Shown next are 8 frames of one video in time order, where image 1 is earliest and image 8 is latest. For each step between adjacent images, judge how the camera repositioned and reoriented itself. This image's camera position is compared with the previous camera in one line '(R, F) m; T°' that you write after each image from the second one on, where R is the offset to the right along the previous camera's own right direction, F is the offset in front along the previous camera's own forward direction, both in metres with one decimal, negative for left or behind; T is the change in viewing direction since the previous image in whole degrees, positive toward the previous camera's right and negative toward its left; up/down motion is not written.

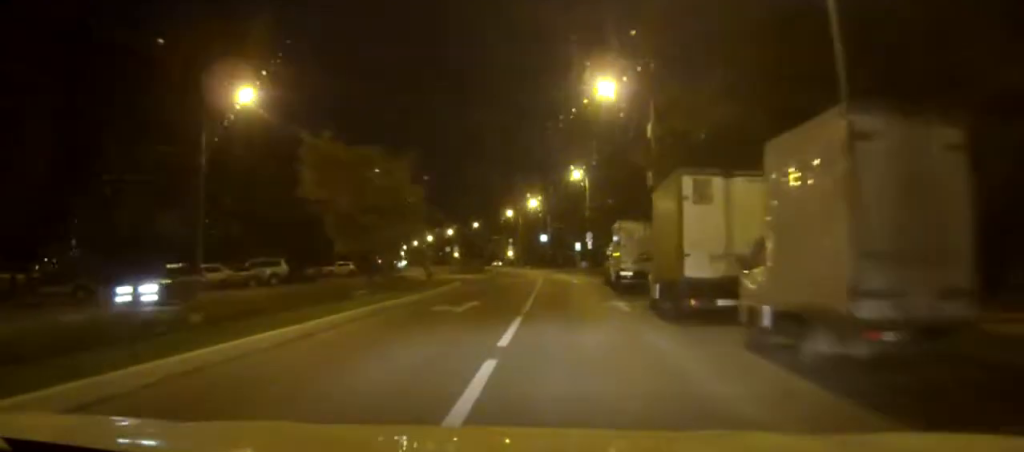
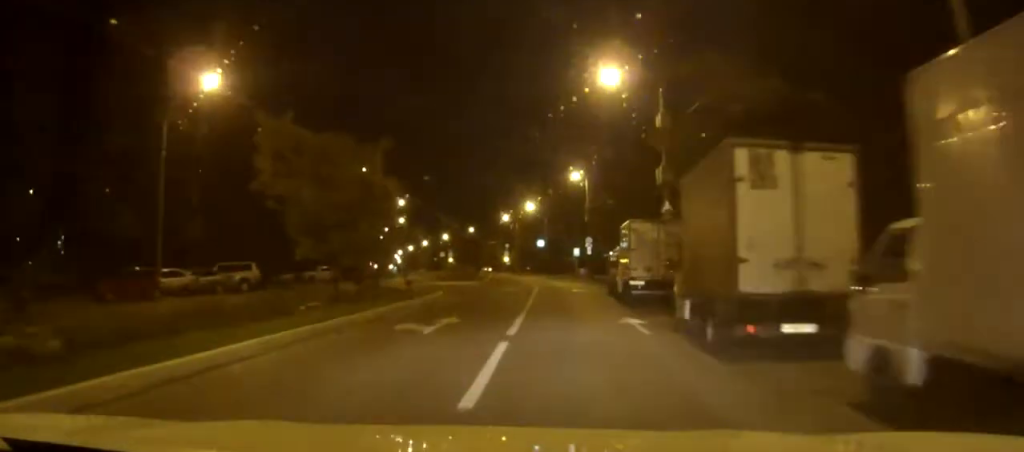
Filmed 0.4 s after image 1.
(+0.1, +4.8) m; +1°
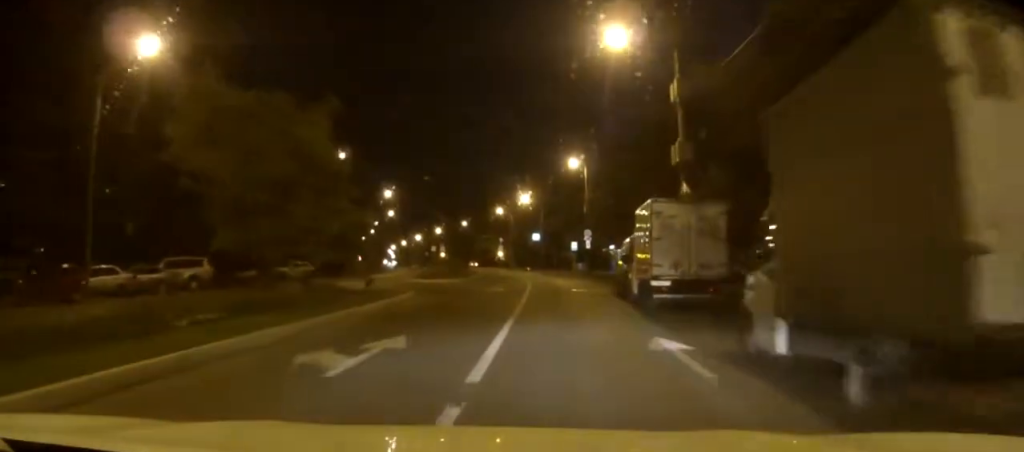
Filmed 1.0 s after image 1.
(+0.1, +6.6) m; +1°
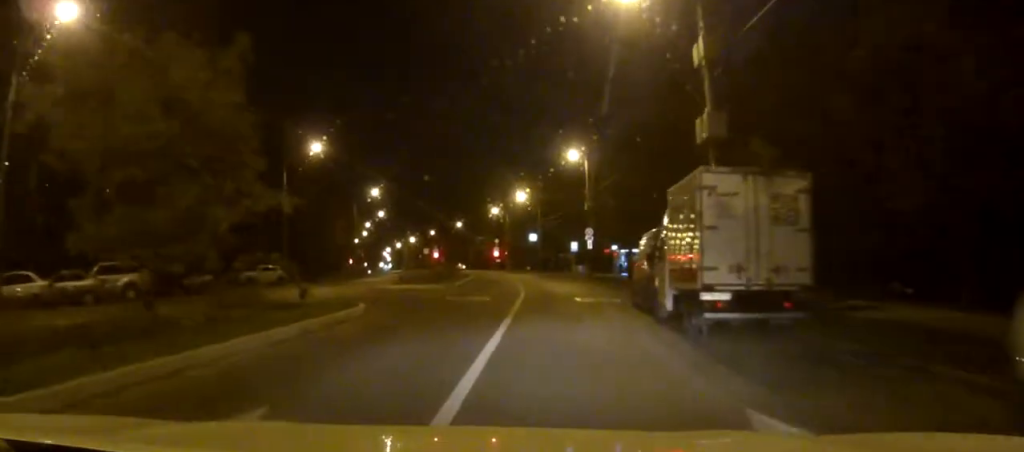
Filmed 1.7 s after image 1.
(0.0, +6.8) m; 0°
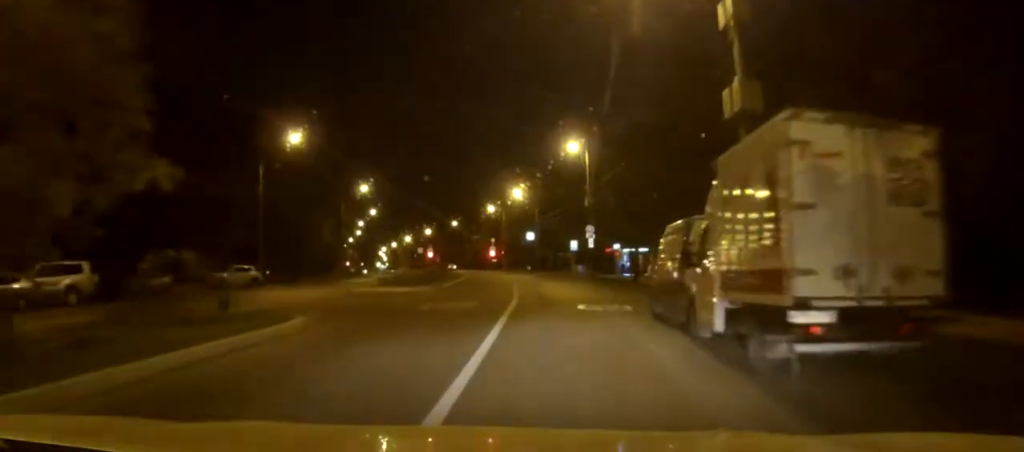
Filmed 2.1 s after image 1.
(0.0, +4.9) m; 0°
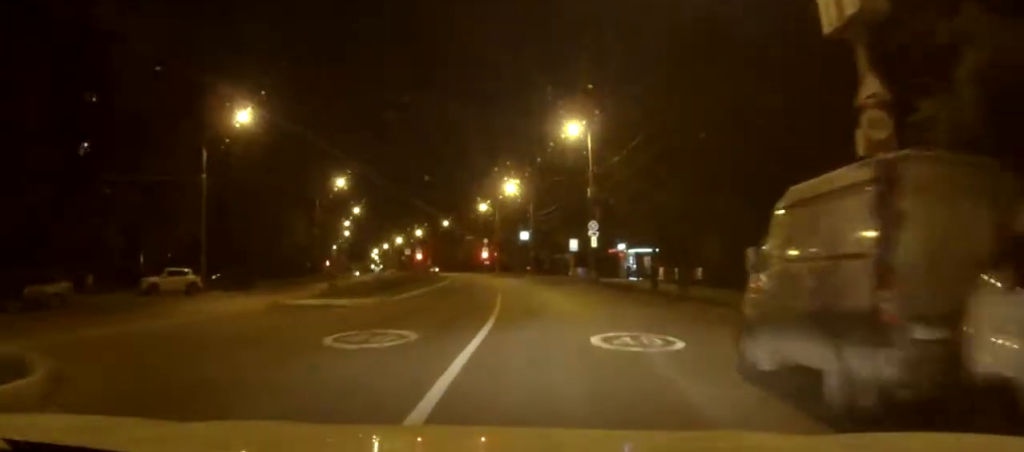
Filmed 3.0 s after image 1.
(0.0, +9.3) m; 0°
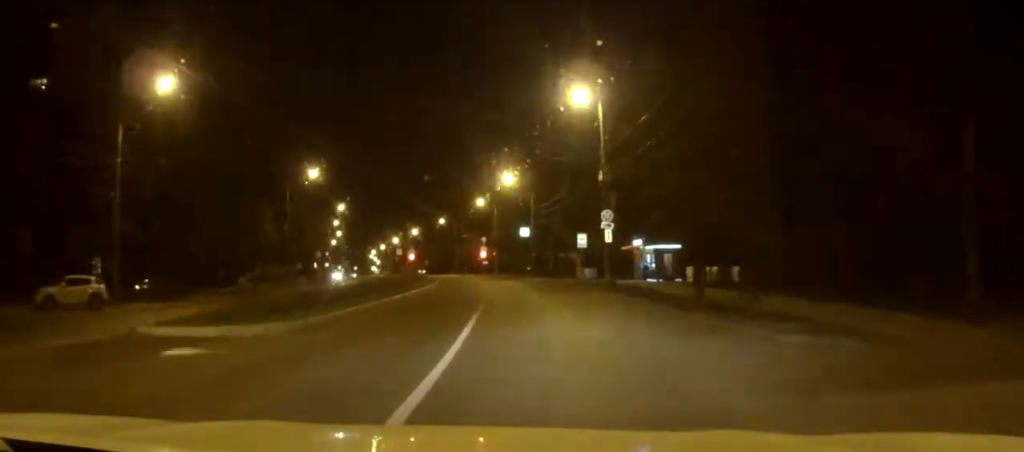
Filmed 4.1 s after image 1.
(-0.1, +10.7) m; 0°
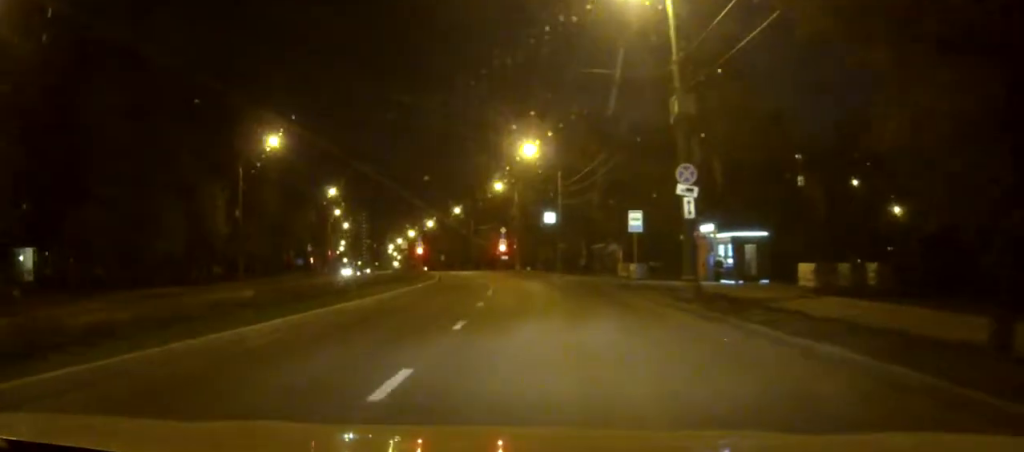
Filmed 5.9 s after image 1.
(-0.2, +18.2) m; -2°
